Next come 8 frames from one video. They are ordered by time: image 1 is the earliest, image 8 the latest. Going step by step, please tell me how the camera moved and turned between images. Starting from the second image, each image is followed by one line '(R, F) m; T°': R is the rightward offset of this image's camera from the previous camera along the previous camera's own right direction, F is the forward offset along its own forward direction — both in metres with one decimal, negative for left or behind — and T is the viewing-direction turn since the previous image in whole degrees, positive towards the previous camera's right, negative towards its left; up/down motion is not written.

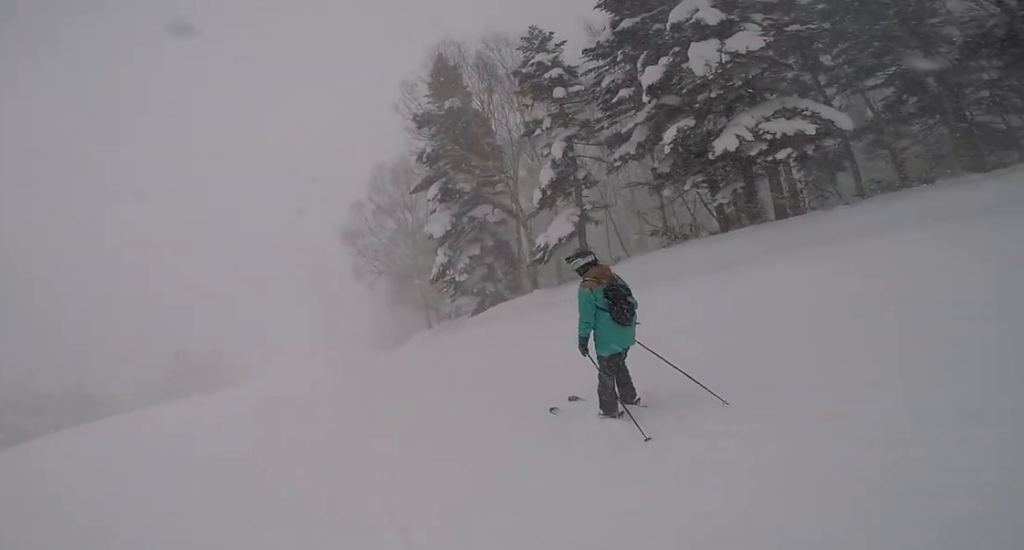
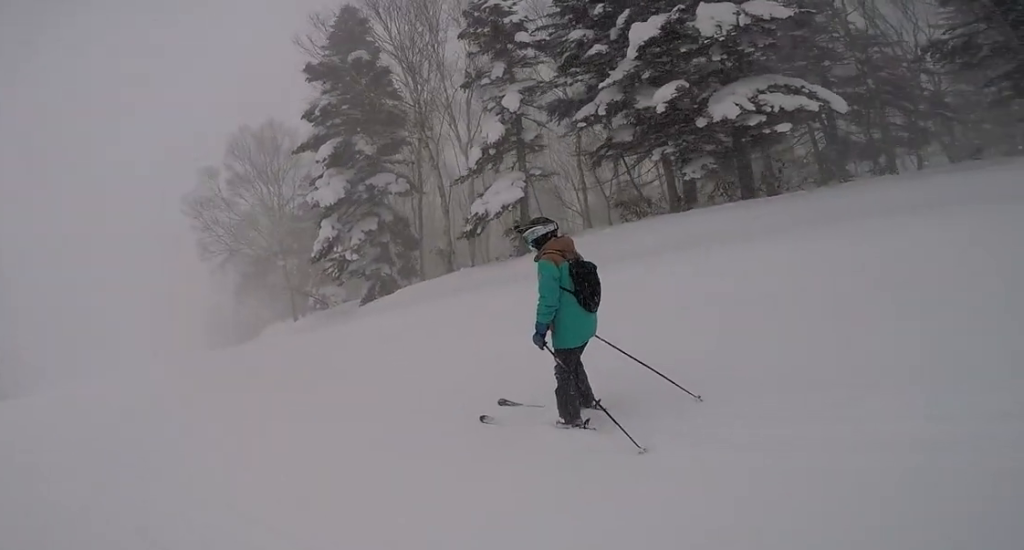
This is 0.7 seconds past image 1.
(-0.3, +3.2) m; +15°
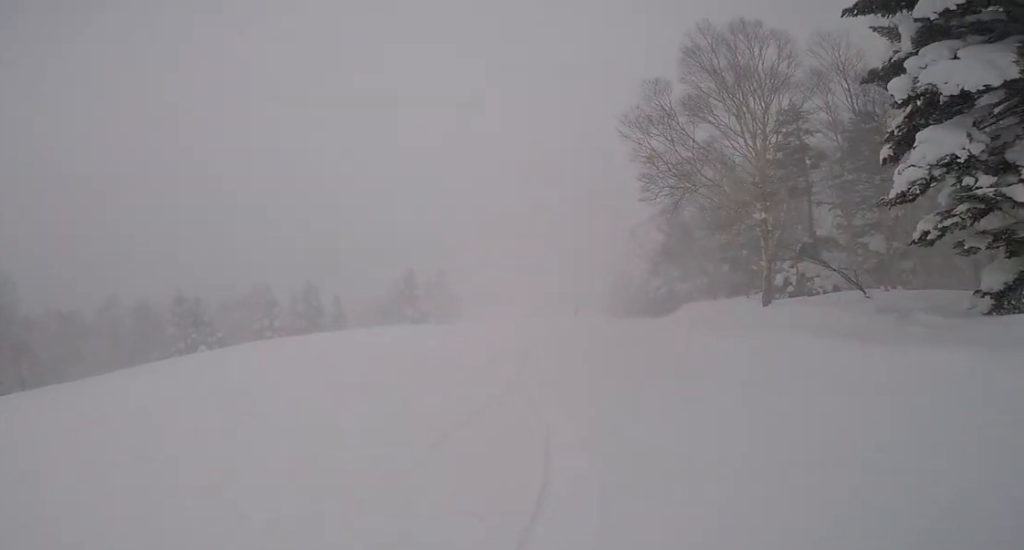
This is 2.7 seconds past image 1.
(+0.5, +7.0) m; -19°
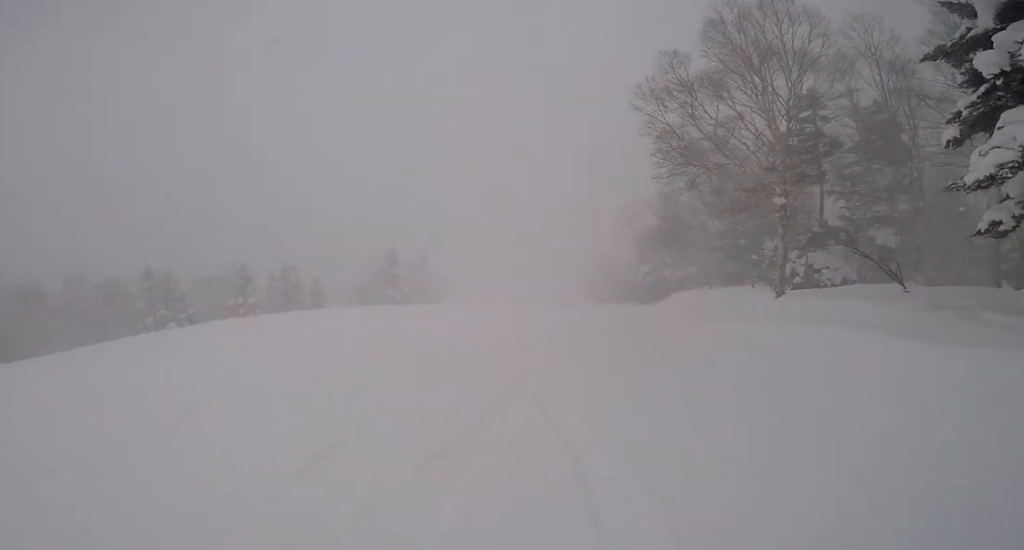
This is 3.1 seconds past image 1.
(-0.1, +1.6) m; +1°
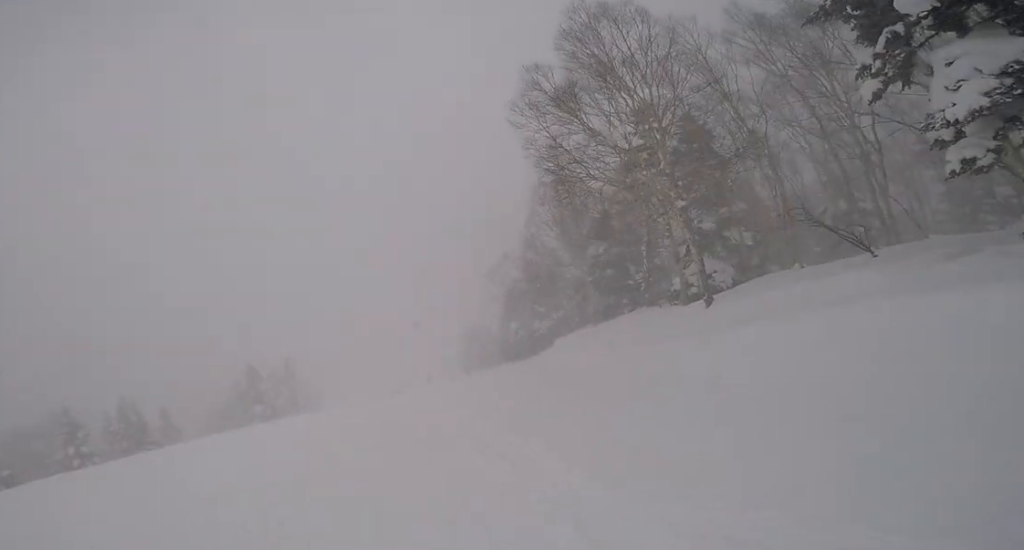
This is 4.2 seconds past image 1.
(+0.1, +3.7) m; +13°
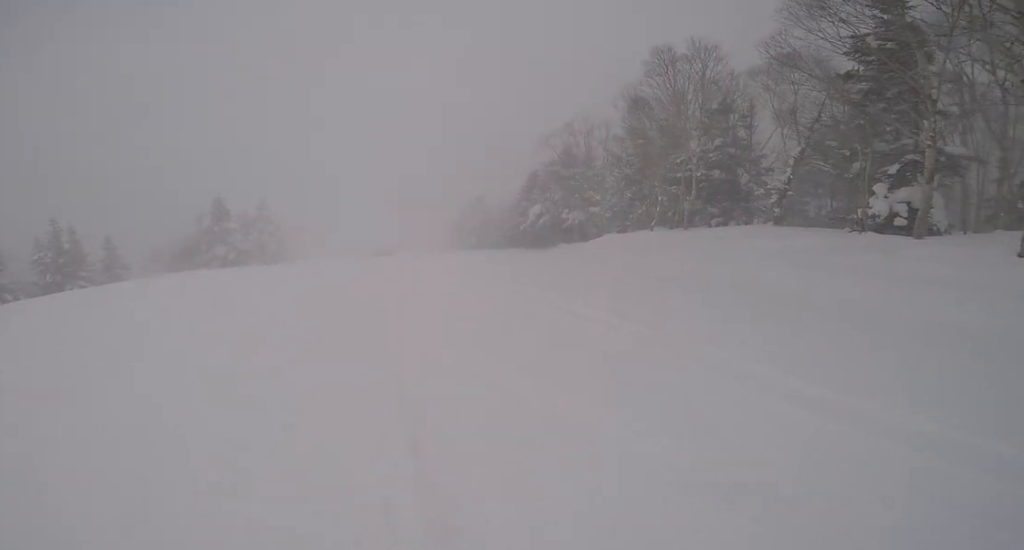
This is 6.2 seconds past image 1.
(+1.2, +6.0) m; +2°
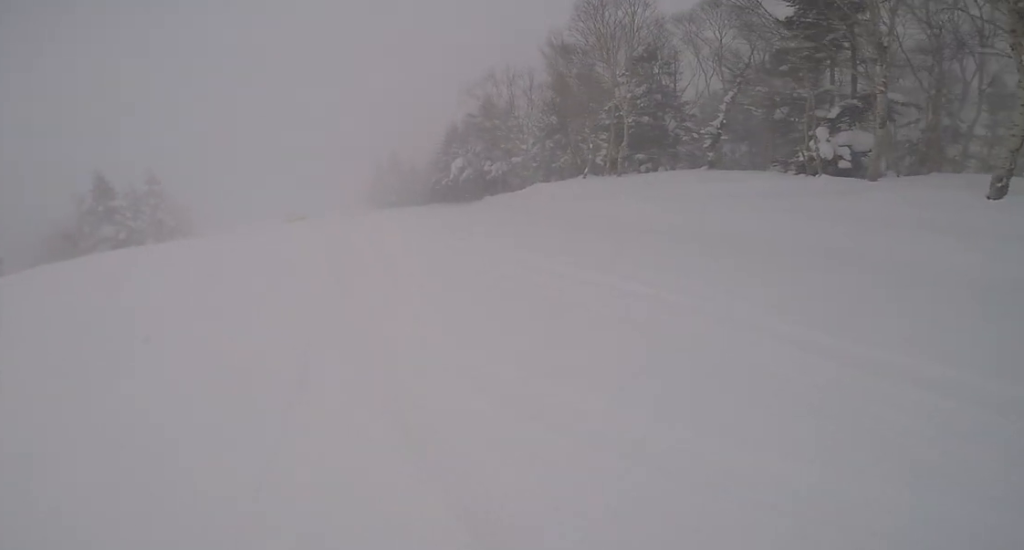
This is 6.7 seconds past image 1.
(-0.6, +1.7) m; -7°
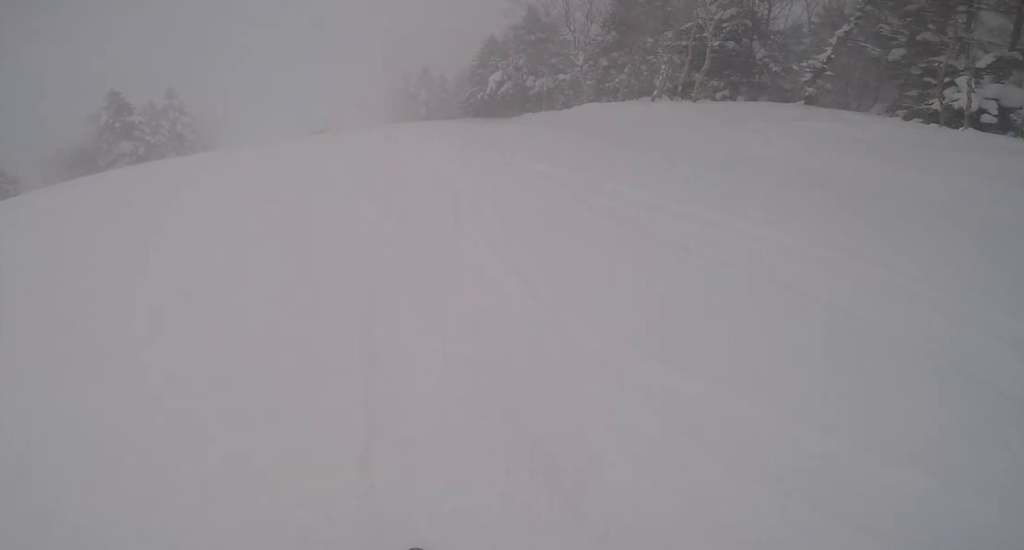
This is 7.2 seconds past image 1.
(+0.3, +1.3) m; +12°
